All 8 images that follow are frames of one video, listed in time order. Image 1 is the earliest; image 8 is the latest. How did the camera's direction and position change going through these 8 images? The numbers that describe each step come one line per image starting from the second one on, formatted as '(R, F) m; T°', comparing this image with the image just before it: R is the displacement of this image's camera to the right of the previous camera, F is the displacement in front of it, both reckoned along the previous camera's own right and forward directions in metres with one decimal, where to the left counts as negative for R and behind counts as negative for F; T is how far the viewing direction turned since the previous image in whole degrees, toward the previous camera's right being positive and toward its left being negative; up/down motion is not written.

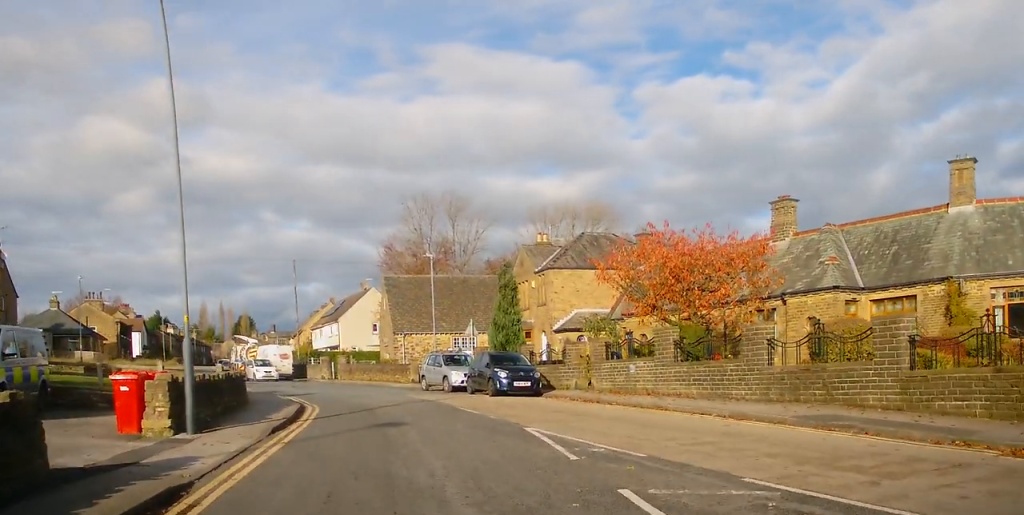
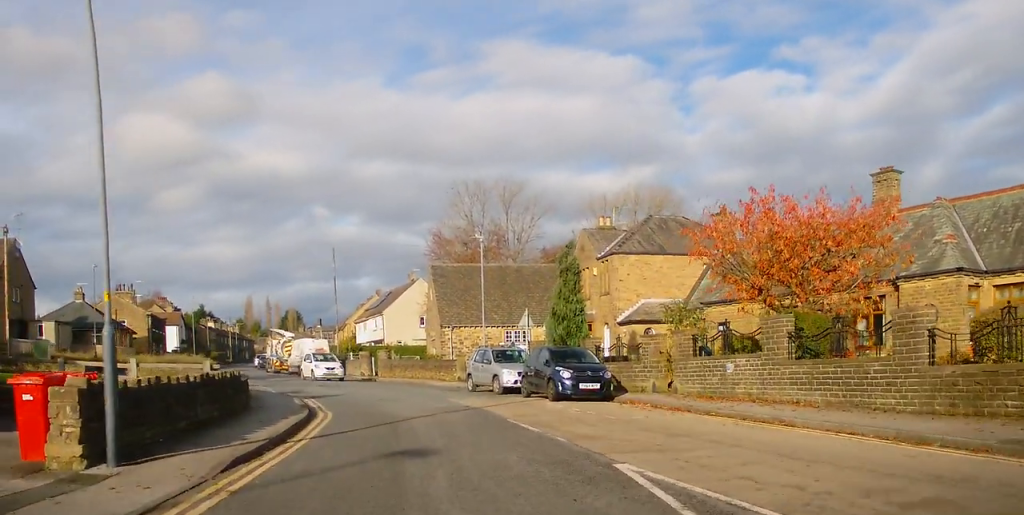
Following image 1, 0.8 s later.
(+0.1, +4.0) m; -1°
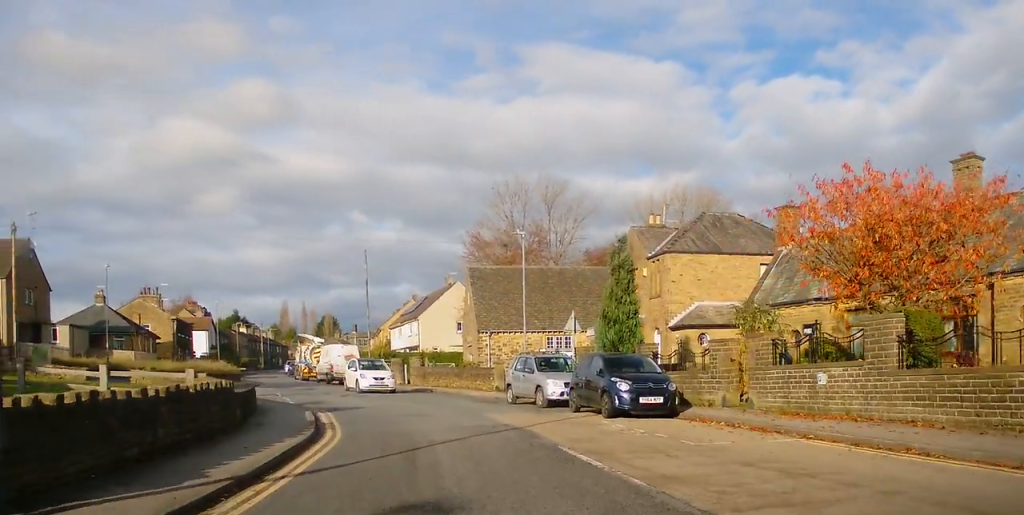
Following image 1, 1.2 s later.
(0.0, +2.7) m; -3°
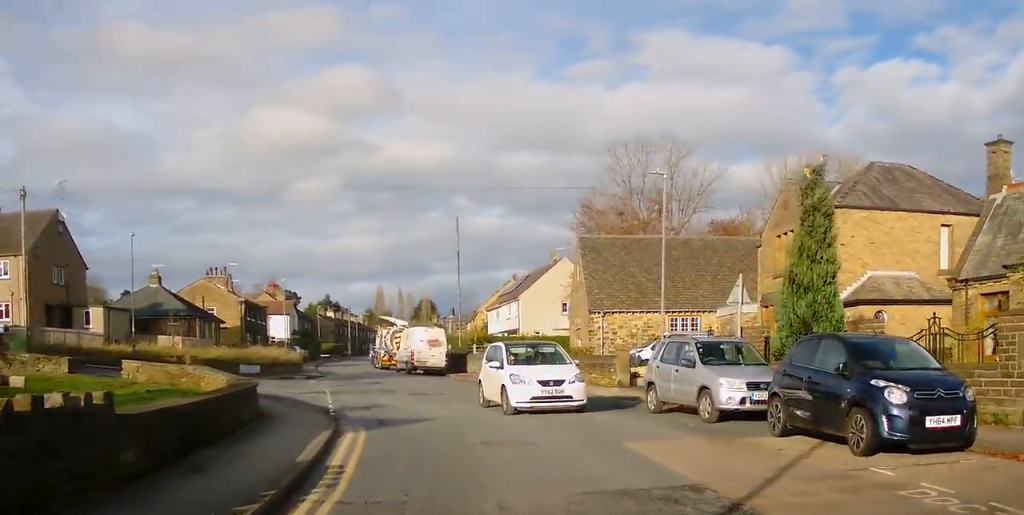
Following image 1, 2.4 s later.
(-0.4, +7.9) m; -5°
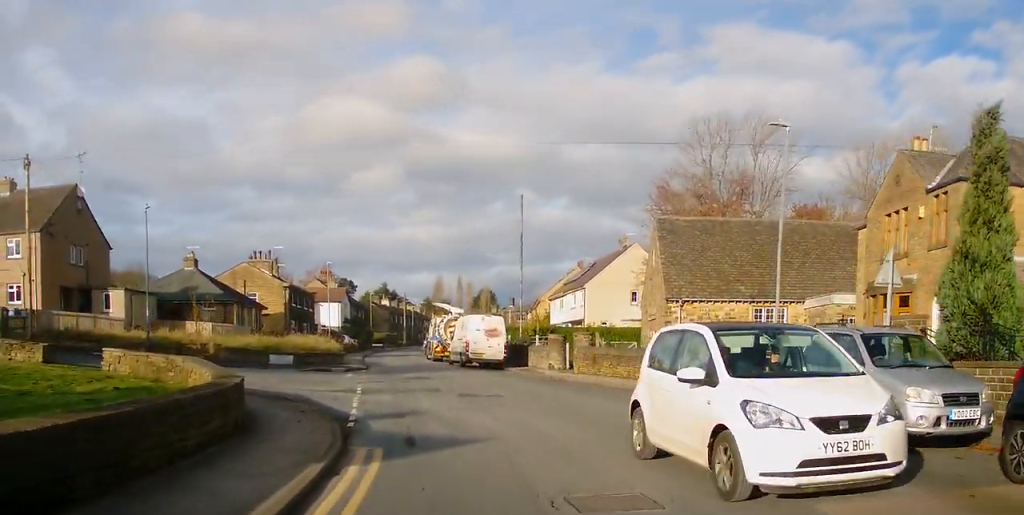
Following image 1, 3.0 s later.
(-0.2, +4.6) m; -3°
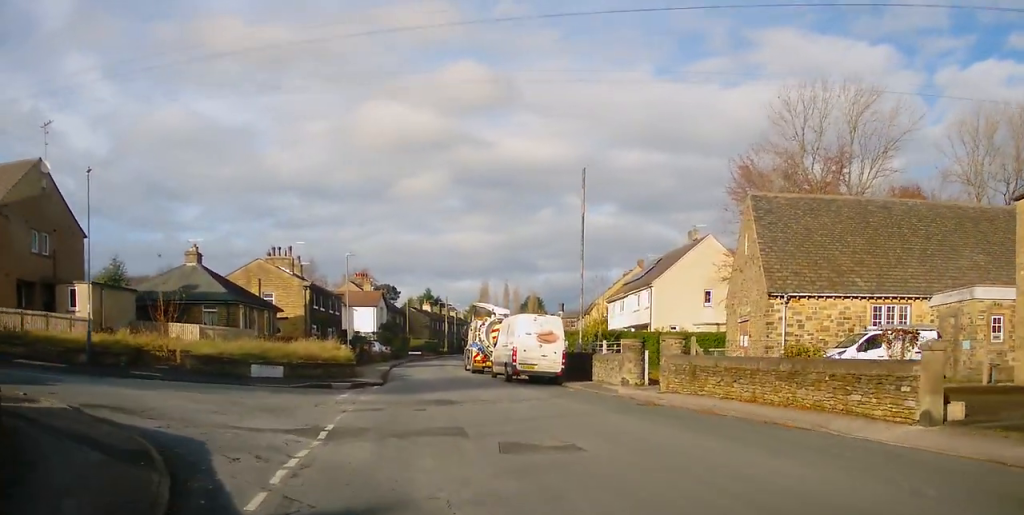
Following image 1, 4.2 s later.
(-0.5, +8.9) m; -6°
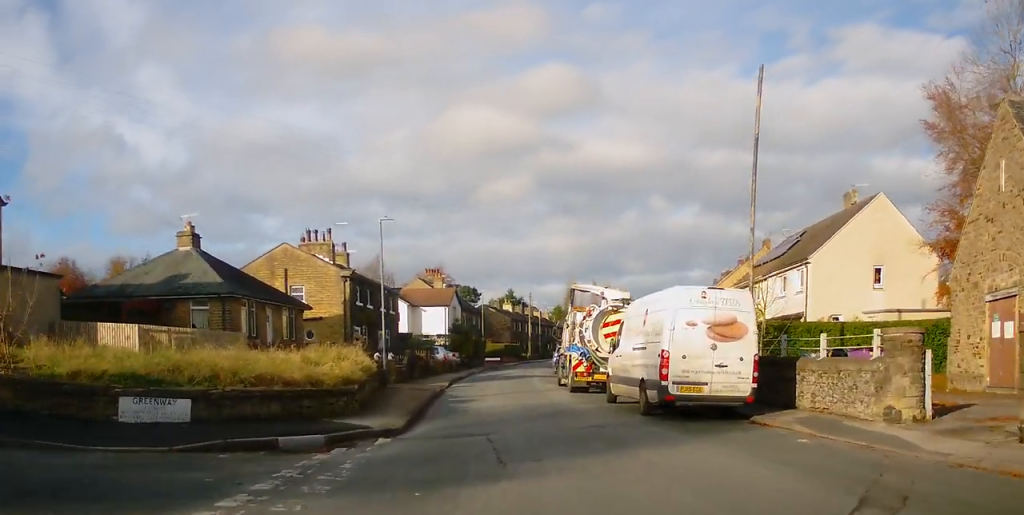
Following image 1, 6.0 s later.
(-0.4, +14.3) m; -3°
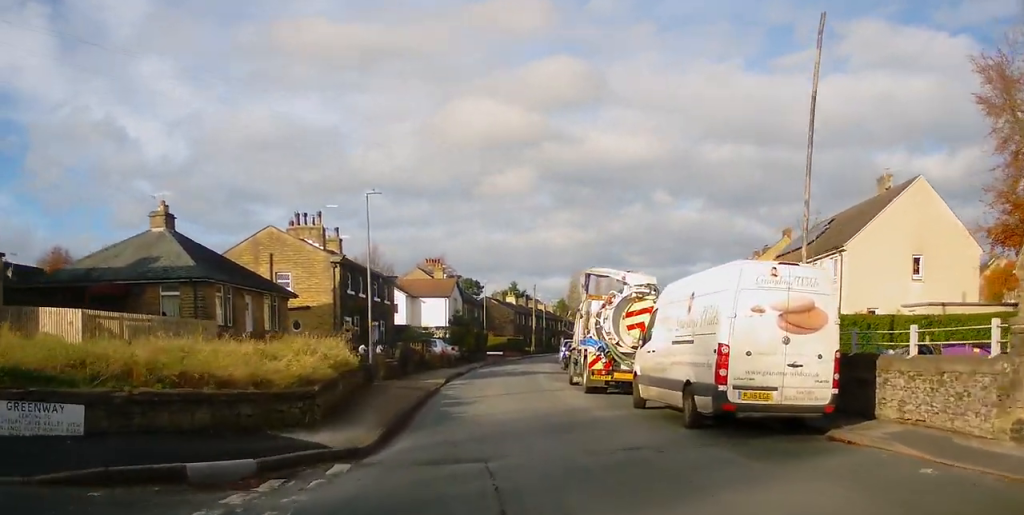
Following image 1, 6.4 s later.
(0.0, +3.7) m; -1°
